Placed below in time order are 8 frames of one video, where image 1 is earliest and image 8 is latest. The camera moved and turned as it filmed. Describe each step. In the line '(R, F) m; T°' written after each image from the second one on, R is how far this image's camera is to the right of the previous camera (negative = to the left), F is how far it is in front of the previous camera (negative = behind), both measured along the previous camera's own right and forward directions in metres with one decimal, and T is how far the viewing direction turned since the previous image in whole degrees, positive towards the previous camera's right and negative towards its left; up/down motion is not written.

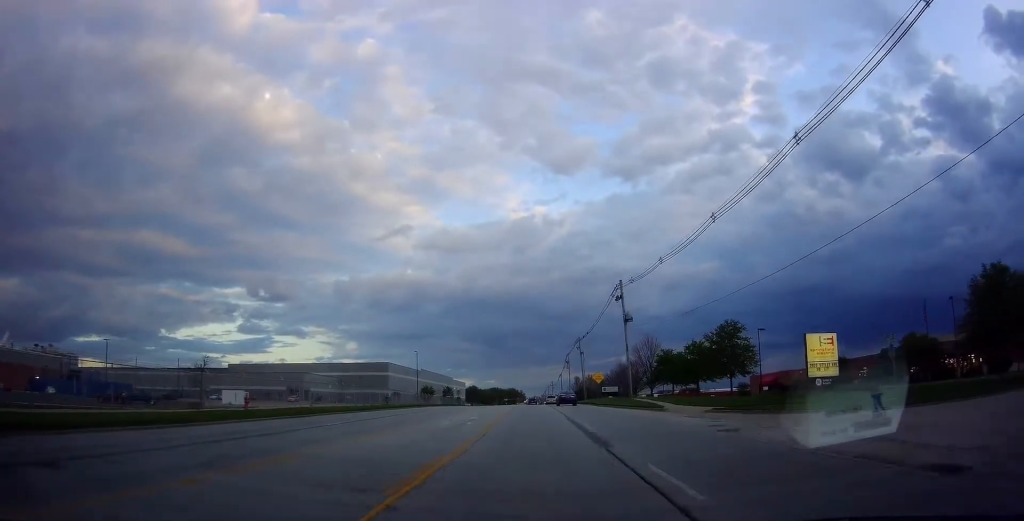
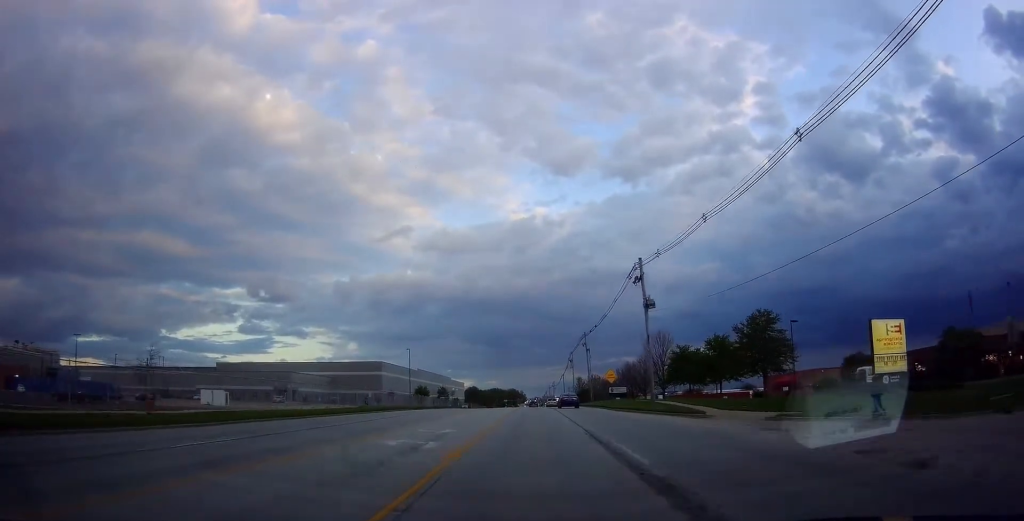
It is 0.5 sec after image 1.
(0.0, +9.1) m; 0°
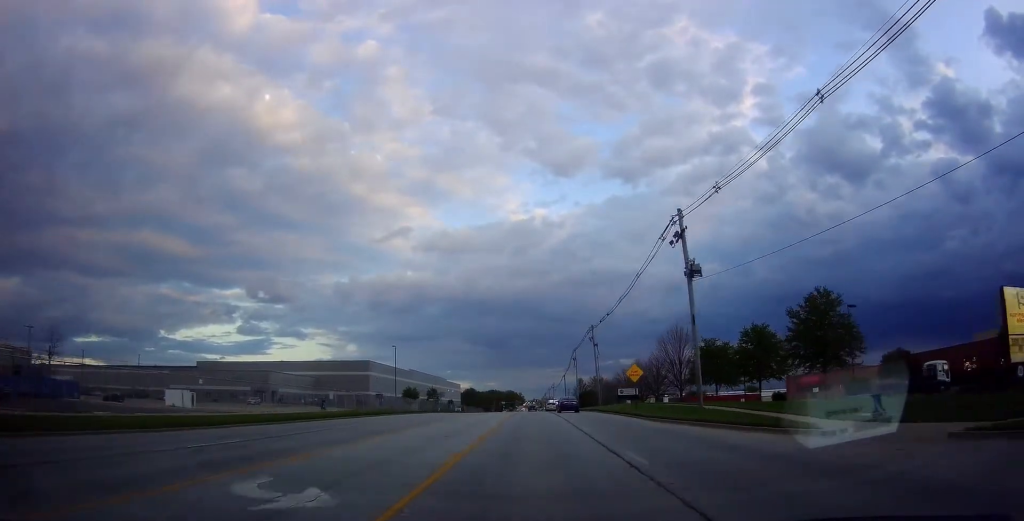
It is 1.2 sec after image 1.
(0.0, +12.9) m; 0°
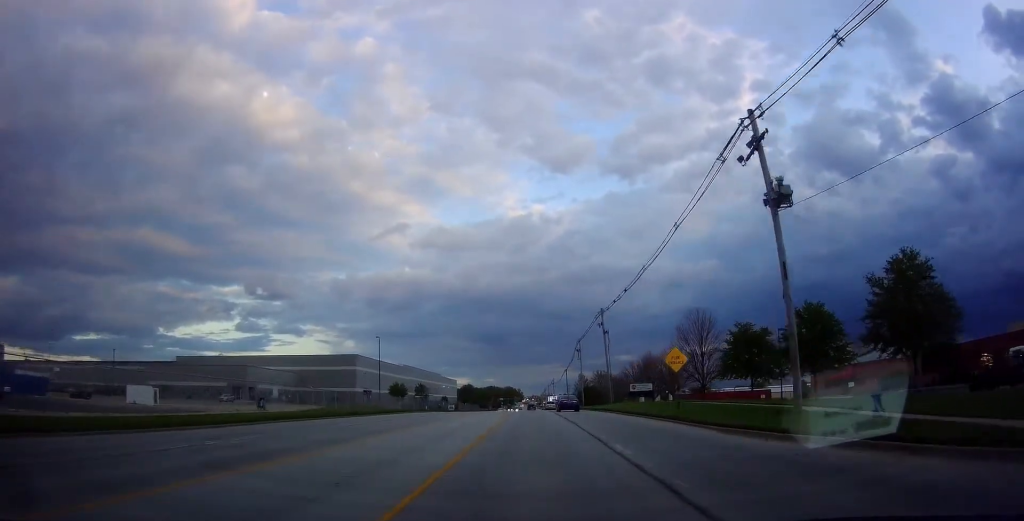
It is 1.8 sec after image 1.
(0.0, +11.2) m; 0°
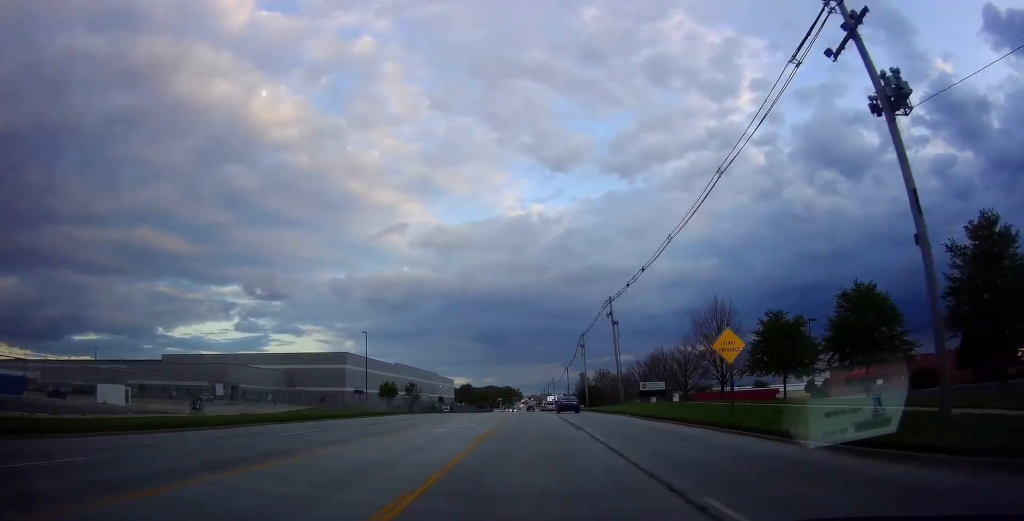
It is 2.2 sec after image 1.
(0.0, +8.1) m; -1°
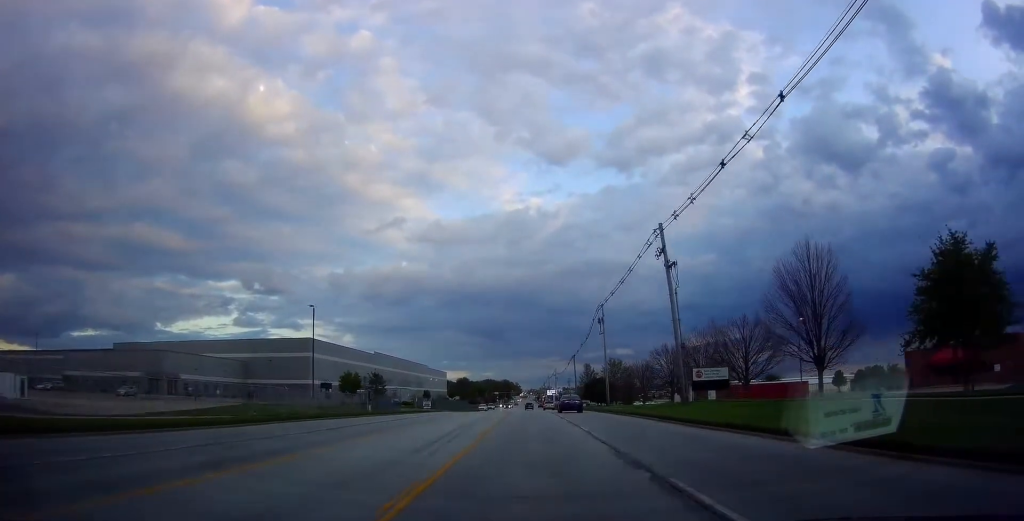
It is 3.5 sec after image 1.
(-0.6, +23.3) m; -1°
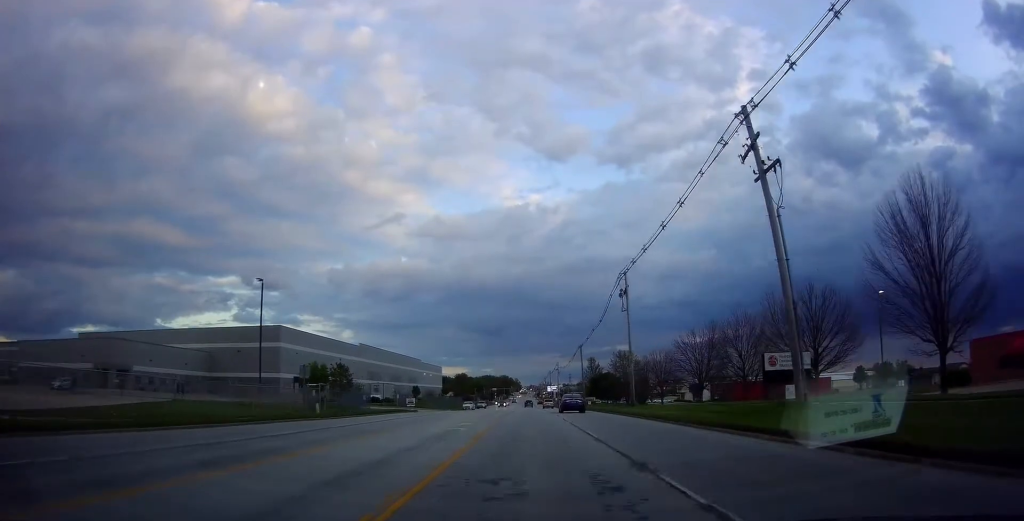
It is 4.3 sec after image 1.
(+0.2, +15.2) m; +1°
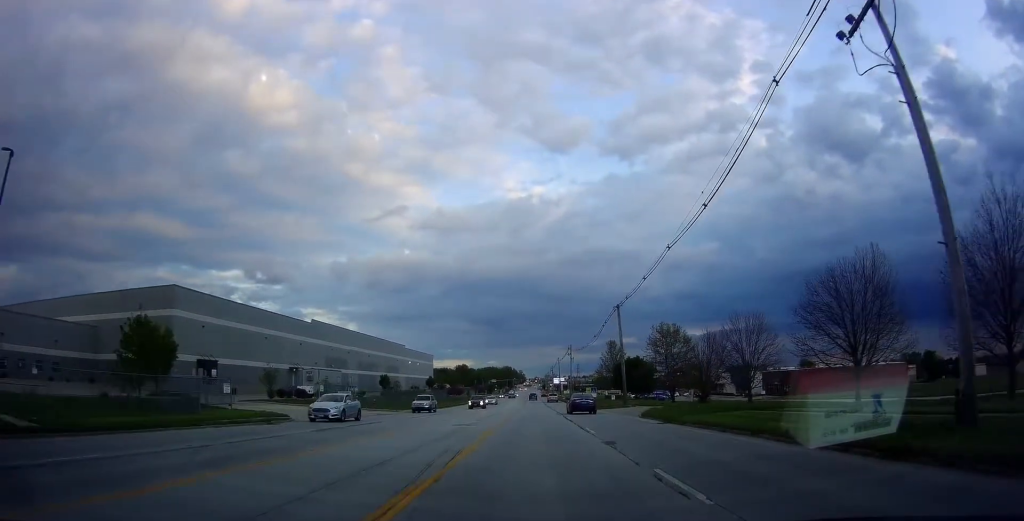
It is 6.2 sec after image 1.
(+0.8, +37.3) m; +1°
